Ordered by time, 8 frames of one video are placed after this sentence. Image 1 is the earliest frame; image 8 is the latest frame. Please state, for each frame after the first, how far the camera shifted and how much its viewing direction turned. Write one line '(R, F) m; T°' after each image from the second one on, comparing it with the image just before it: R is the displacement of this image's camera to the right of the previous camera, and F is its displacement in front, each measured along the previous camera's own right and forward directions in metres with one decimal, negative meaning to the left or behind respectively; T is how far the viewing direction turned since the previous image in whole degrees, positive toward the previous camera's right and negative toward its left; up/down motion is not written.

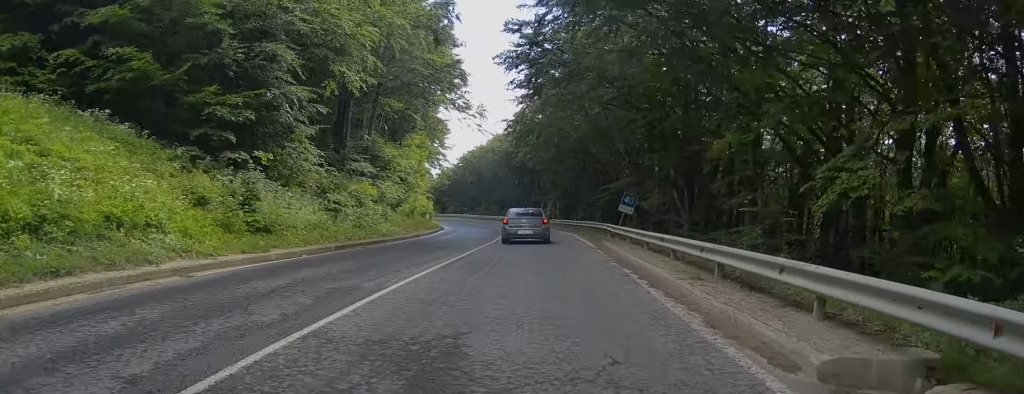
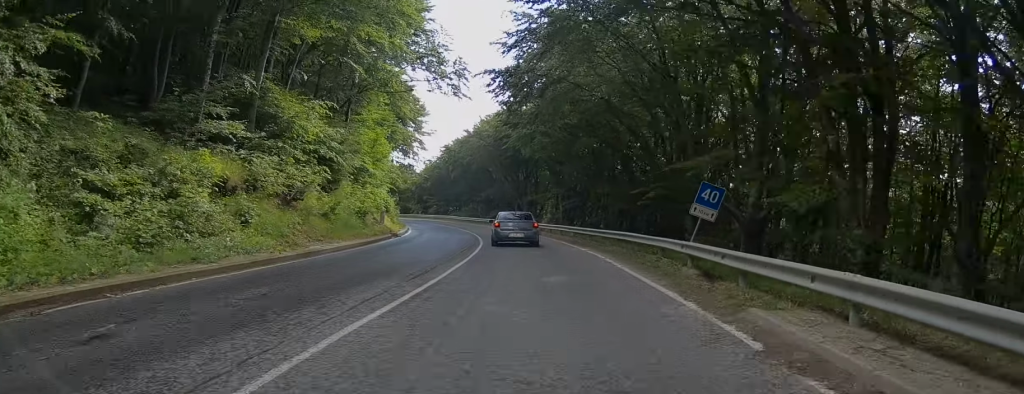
(-0.3, +15.9) m; -1°
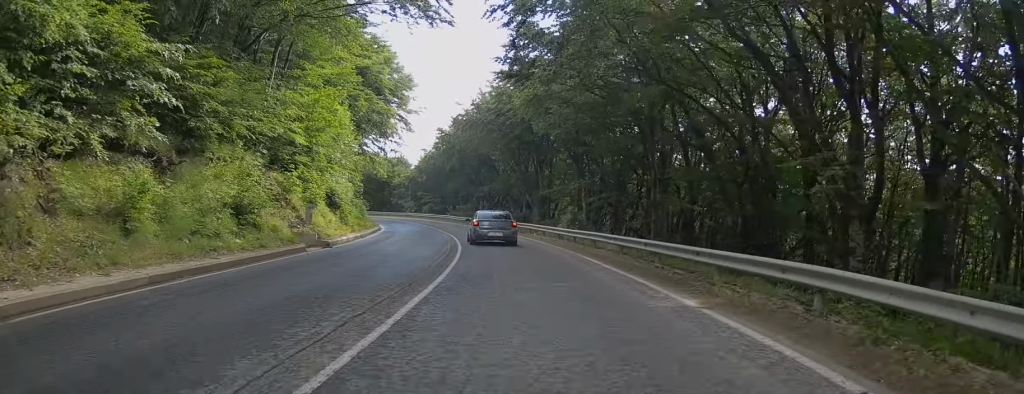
(+0.1, +14.3) m; -1°
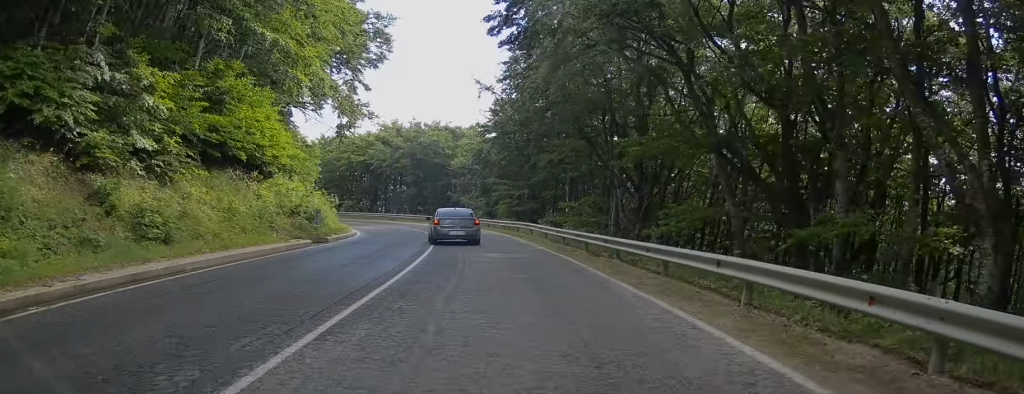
(-2.5, +43.1) m; -8°
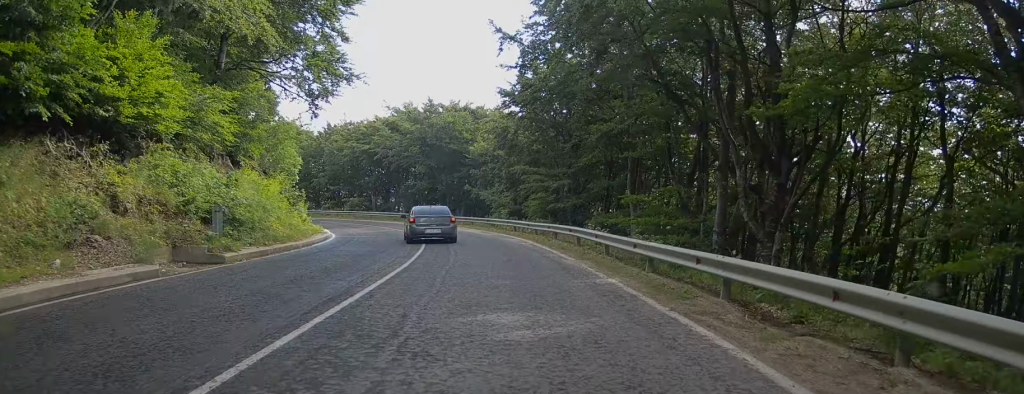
(-0.4, +12.0) m; -3°
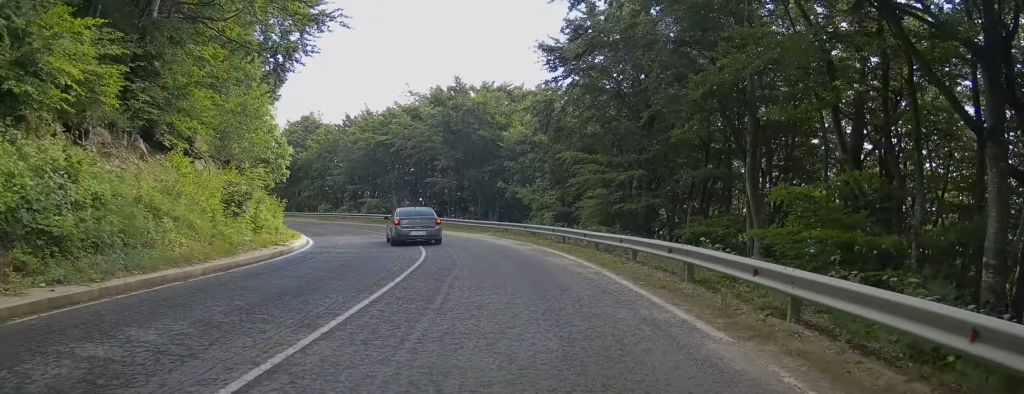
(-0.3, +9.8) m; -4°
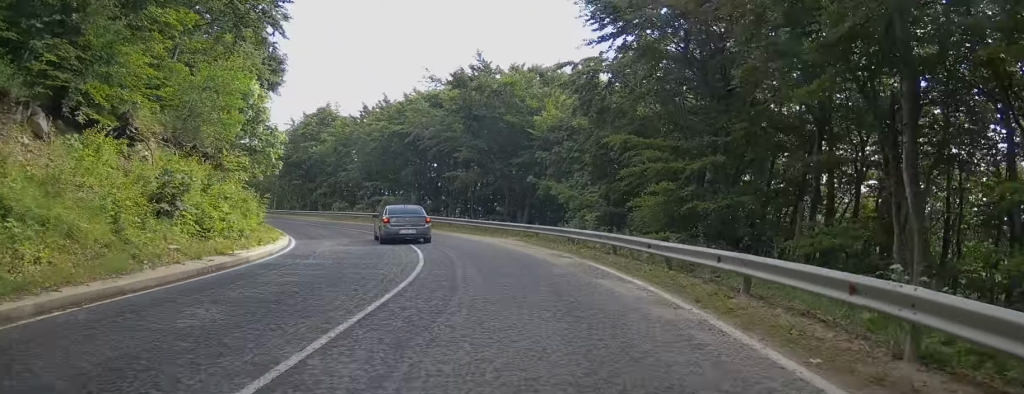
(+0.2, +5.9) m; -3°
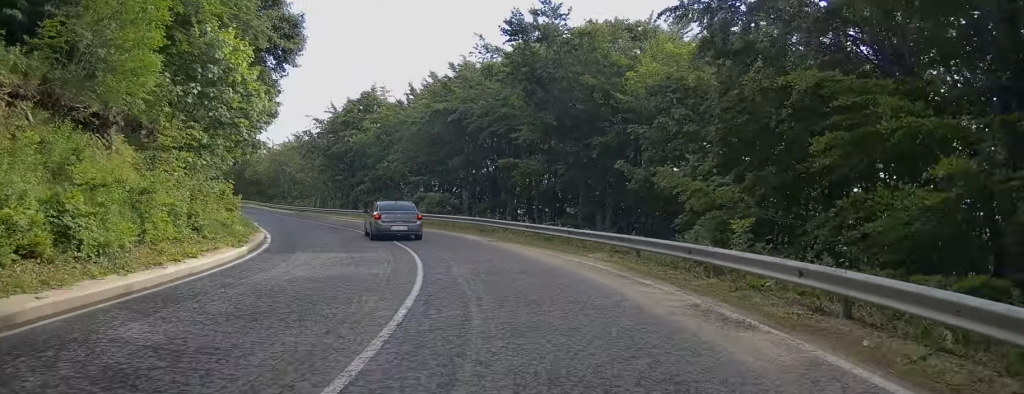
(-0.8, +9.4) m; -6°
